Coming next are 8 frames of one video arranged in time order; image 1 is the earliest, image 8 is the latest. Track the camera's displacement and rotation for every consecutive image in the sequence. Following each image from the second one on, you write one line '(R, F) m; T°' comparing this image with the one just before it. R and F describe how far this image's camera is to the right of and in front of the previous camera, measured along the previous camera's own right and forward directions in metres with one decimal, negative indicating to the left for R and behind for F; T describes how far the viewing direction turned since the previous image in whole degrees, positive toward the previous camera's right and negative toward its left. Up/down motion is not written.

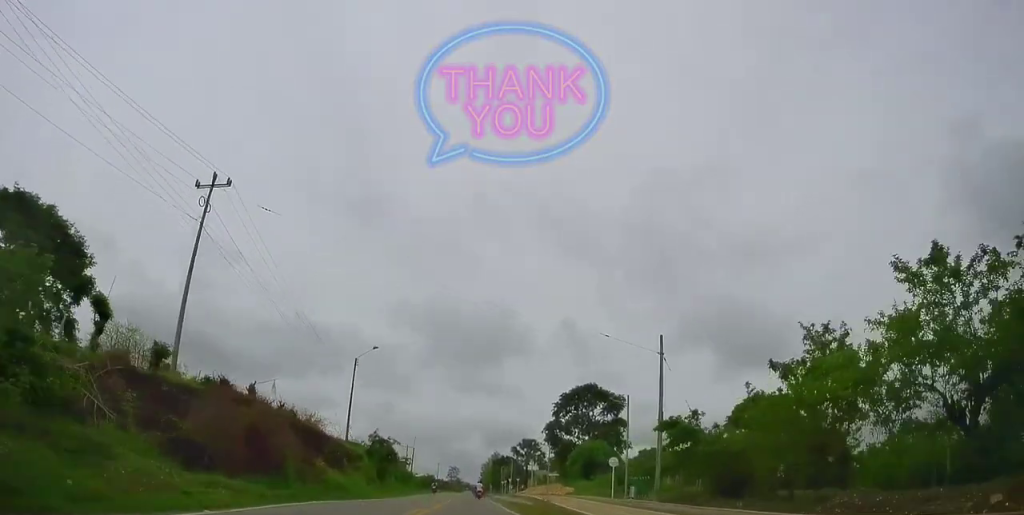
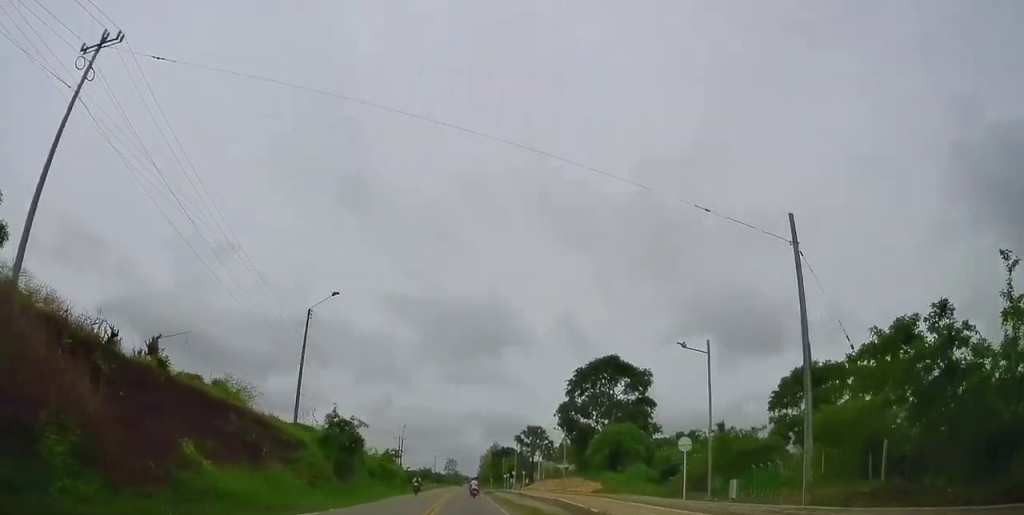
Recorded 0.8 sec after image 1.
(+0.2, +13.5) m; +1°
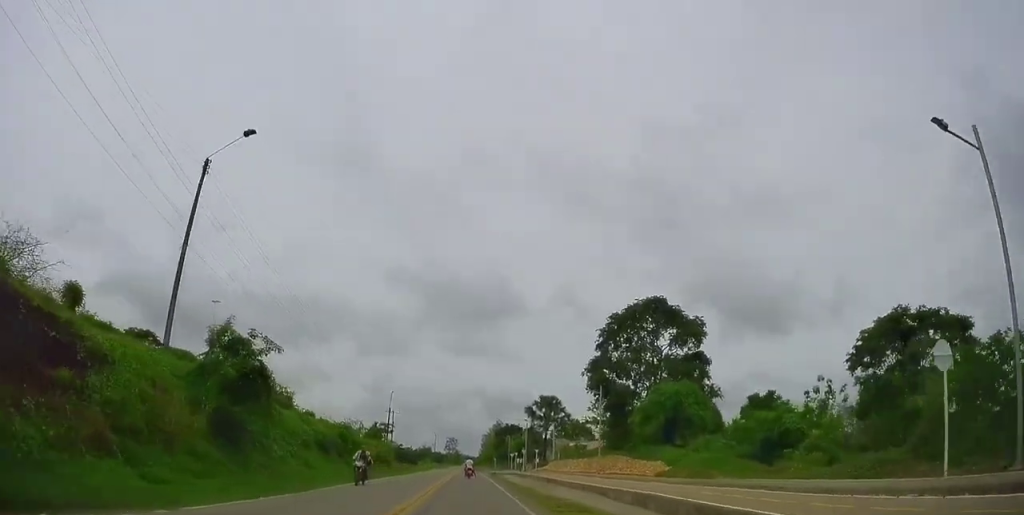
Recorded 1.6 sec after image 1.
(+0.1, +15.0) m; 0°
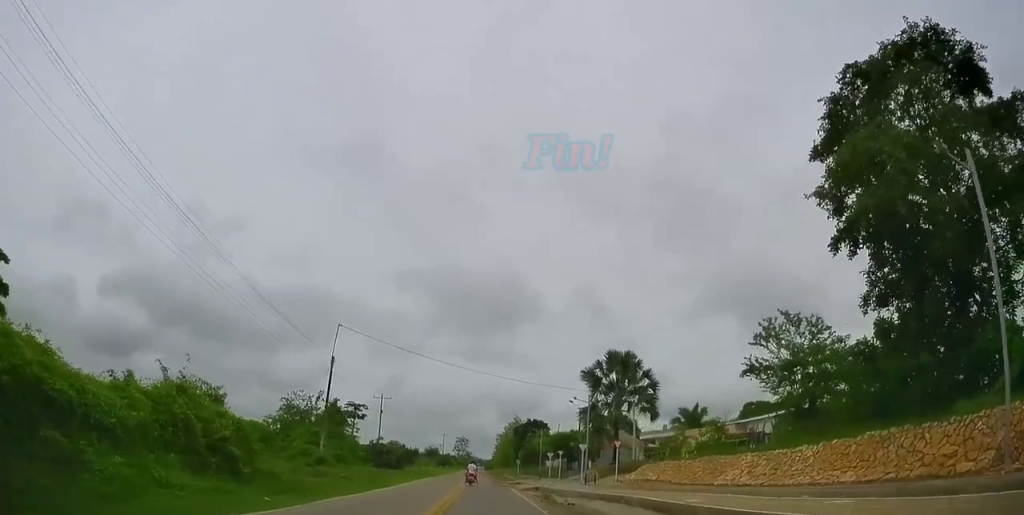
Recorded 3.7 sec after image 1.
(-1.0, +33.4) m; -3°
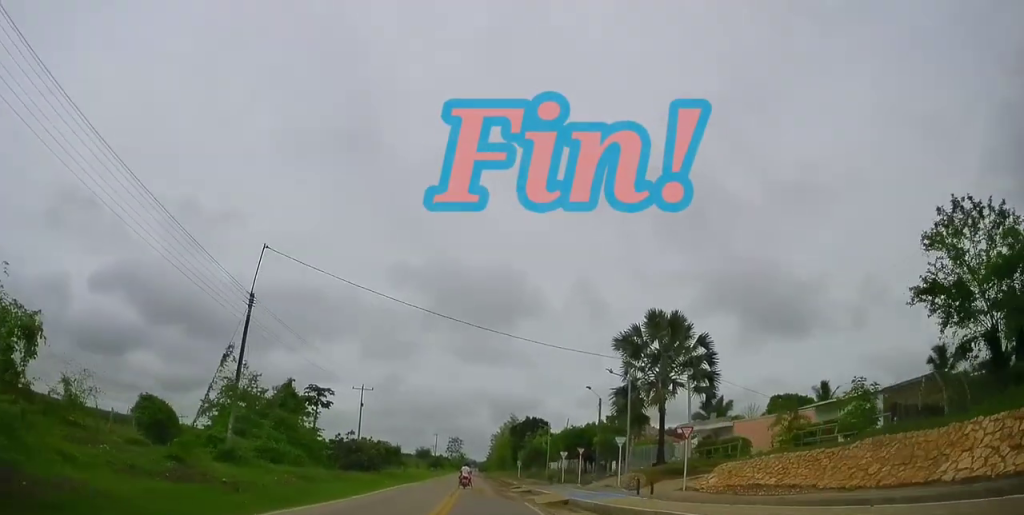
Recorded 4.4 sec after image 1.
(-0.2, +12.8) m; +1°
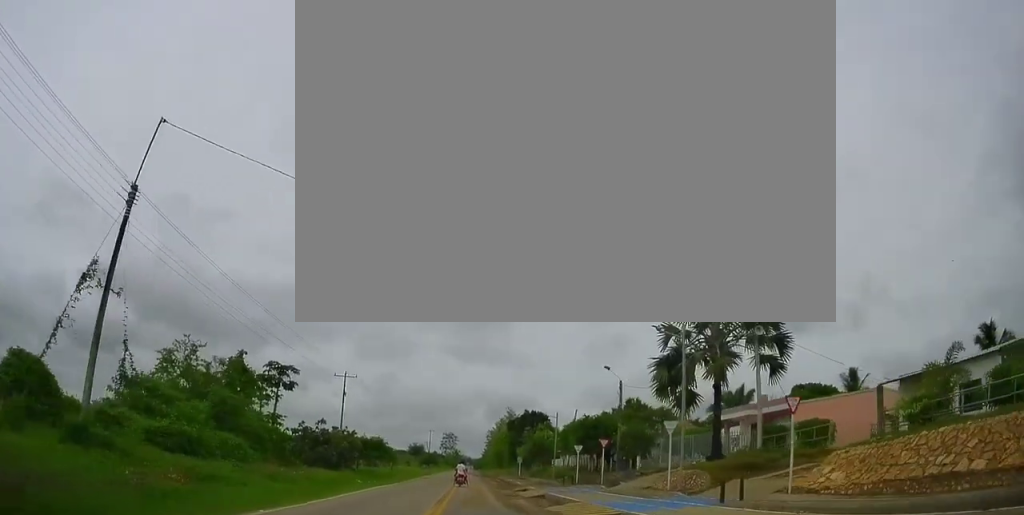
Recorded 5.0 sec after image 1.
(+0.4, +8.7) m; 0°
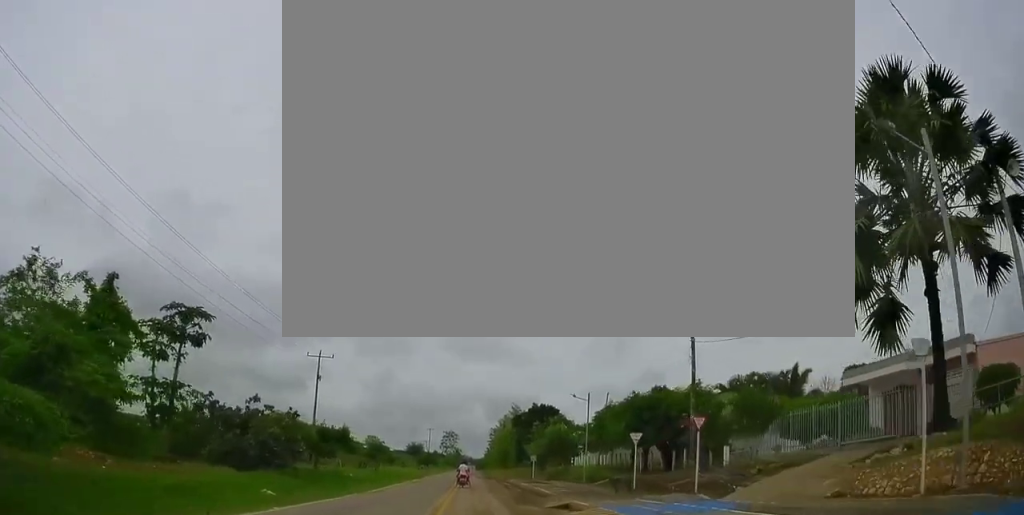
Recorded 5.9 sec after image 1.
(+0.1, +14.3) m; -1°
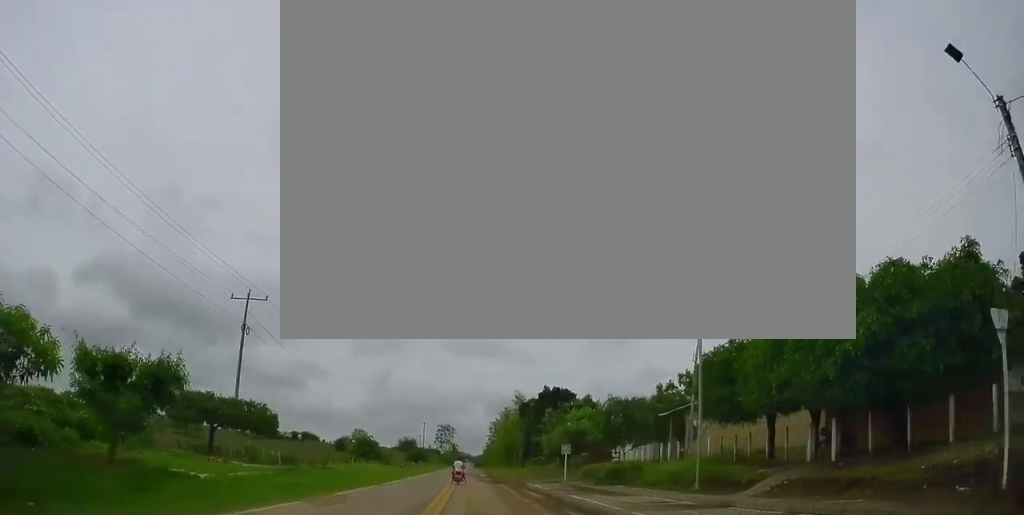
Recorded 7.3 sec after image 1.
(-0.4, +21.4) m; -1°
